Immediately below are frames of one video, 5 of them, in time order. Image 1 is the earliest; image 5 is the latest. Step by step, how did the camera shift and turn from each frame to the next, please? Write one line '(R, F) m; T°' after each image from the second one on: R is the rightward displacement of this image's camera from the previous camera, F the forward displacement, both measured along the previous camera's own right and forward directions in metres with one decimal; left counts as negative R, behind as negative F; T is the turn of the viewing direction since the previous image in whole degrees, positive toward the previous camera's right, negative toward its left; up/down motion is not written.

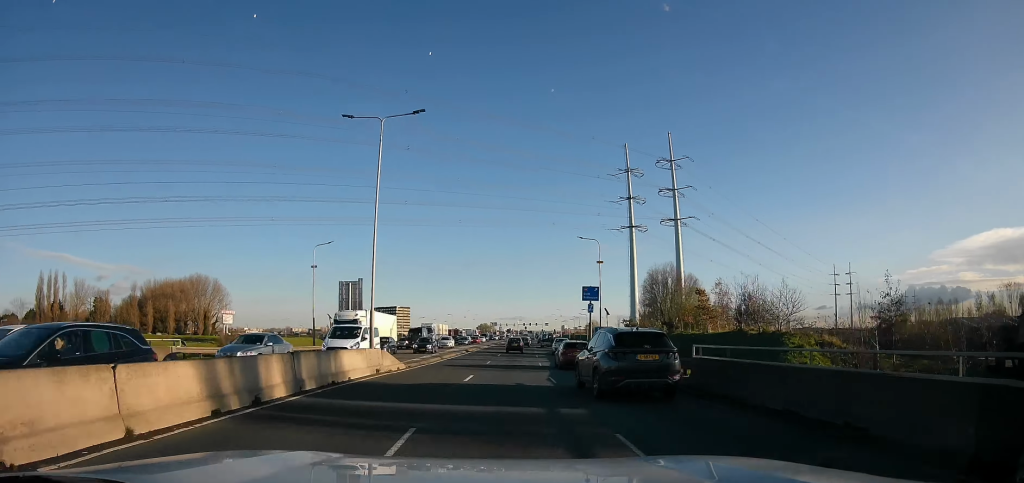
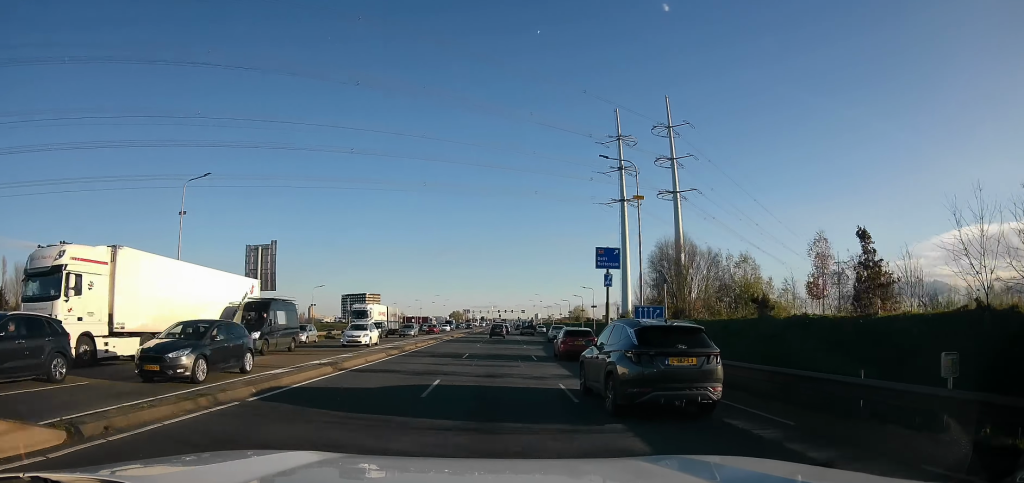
(+0.6, +18.5) m; +1°
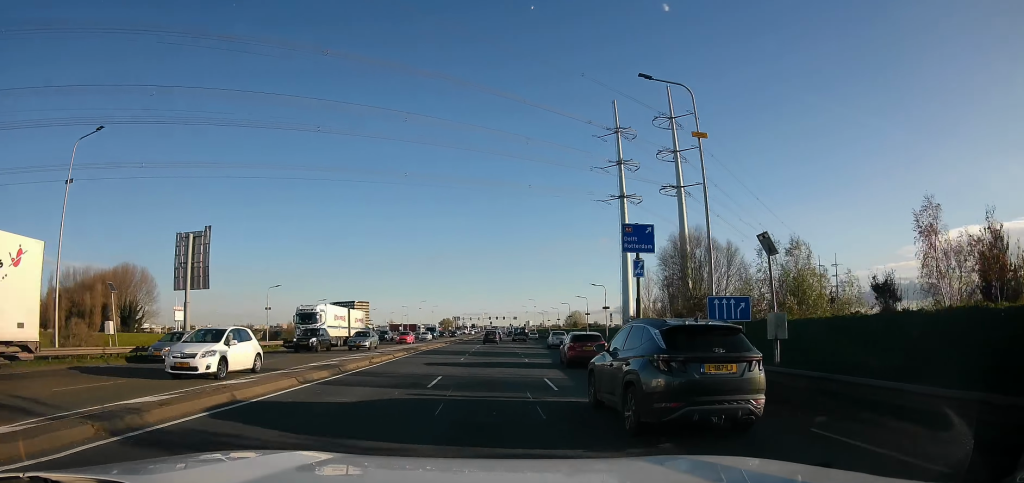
(0.0, +9.6) m; +1°
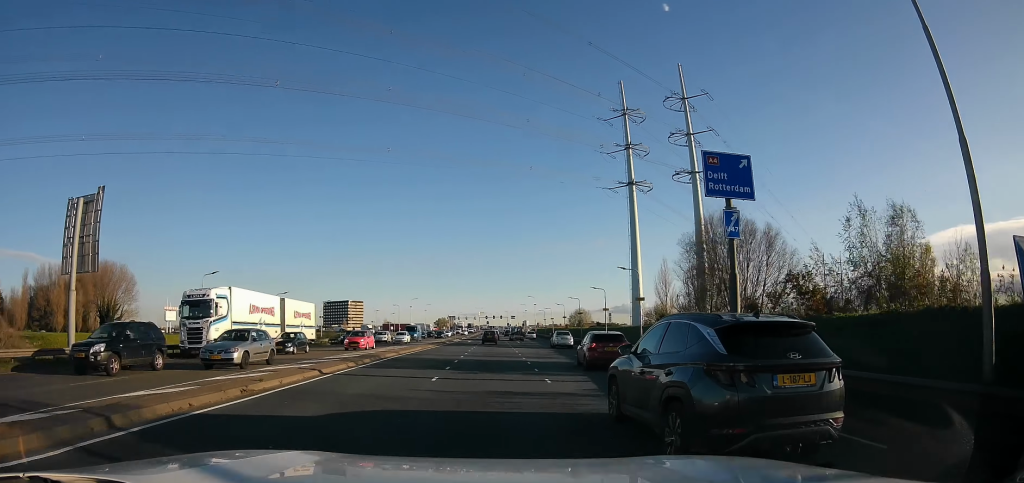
(+0.1, +11.0) m; +1°
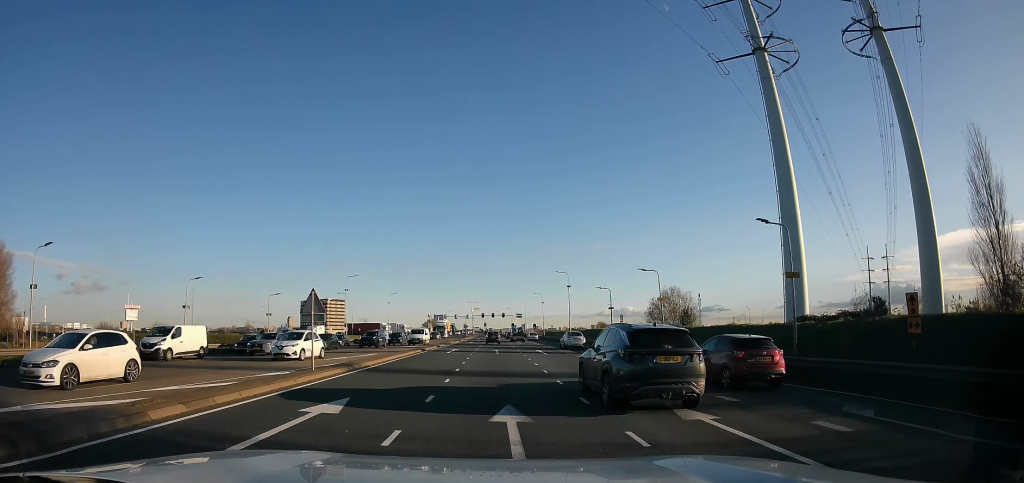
(+0.3, +60.1) m; +1°
